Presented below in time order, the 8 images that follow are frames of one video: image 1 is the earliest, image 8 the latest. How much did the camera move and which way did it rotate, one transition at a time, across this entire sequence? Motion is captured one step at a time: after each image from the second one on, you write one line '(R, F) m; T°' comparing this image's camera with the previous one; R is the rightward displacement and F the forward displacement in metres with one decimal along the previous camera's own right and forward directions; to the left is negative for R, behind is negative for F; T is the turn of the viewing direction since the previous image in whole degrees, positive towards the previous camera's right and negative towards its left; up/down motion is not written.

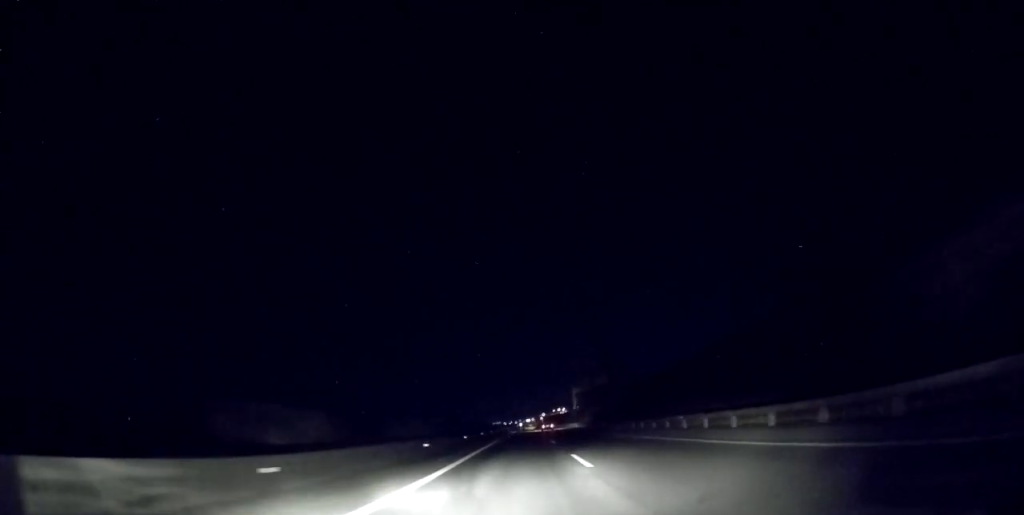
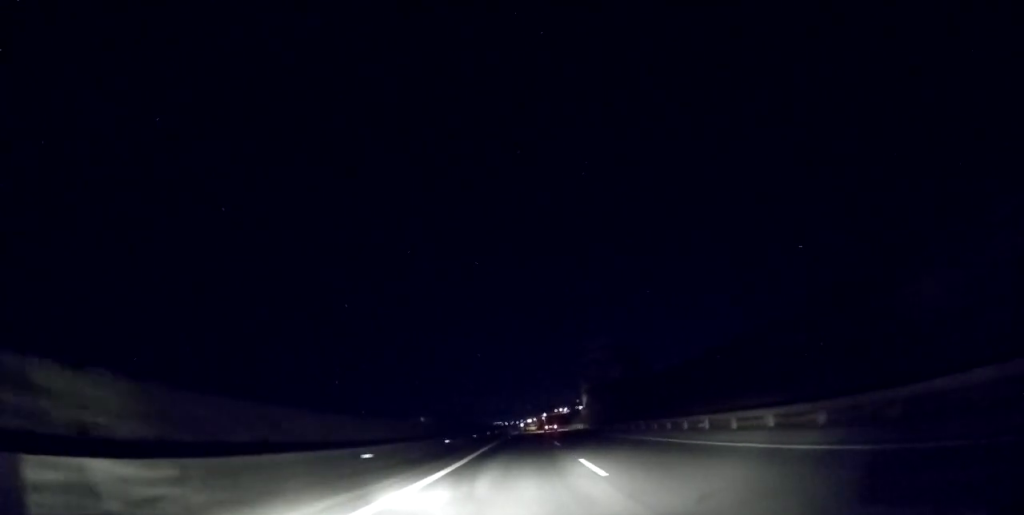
(-0.2, +19.6) m; 0°
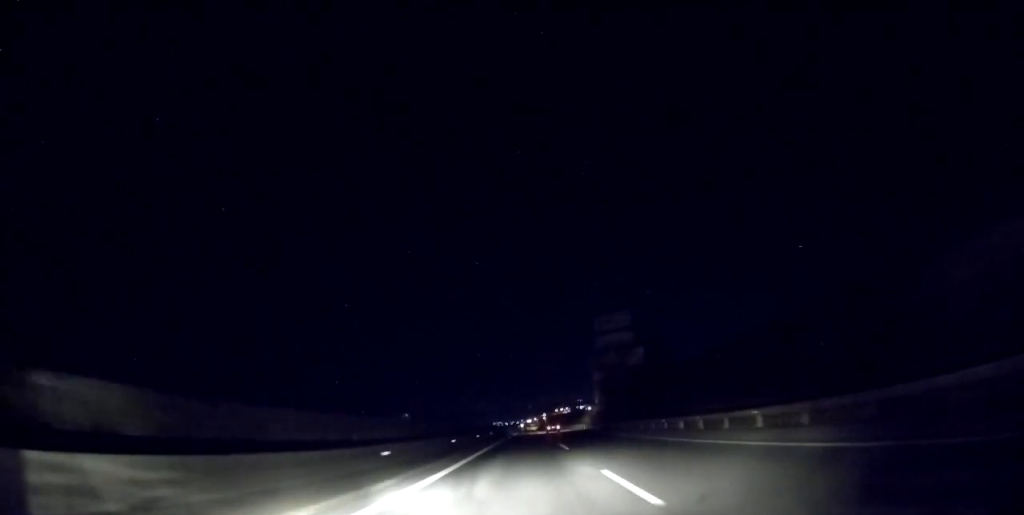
(+0.2, +22.6) m; 0°
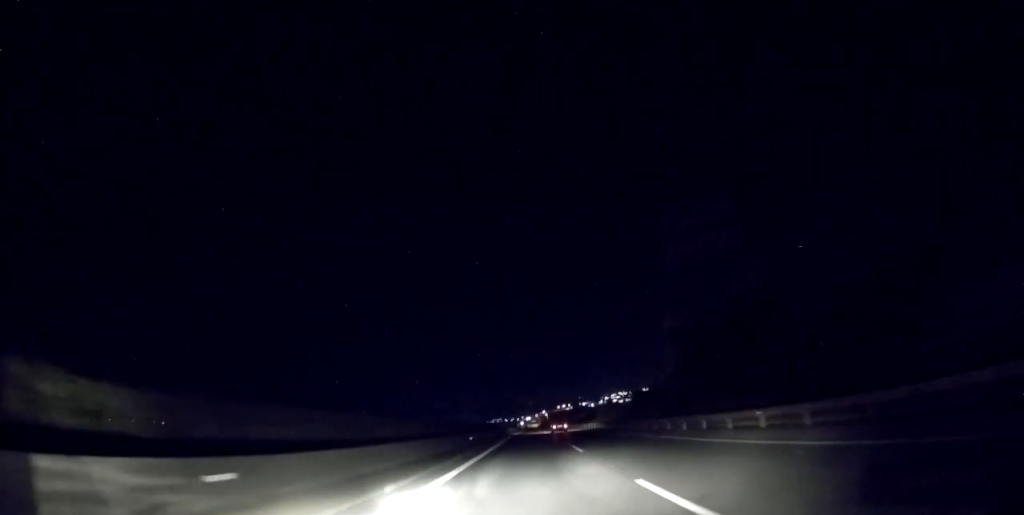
(-0.2, +55.1) m; 0°
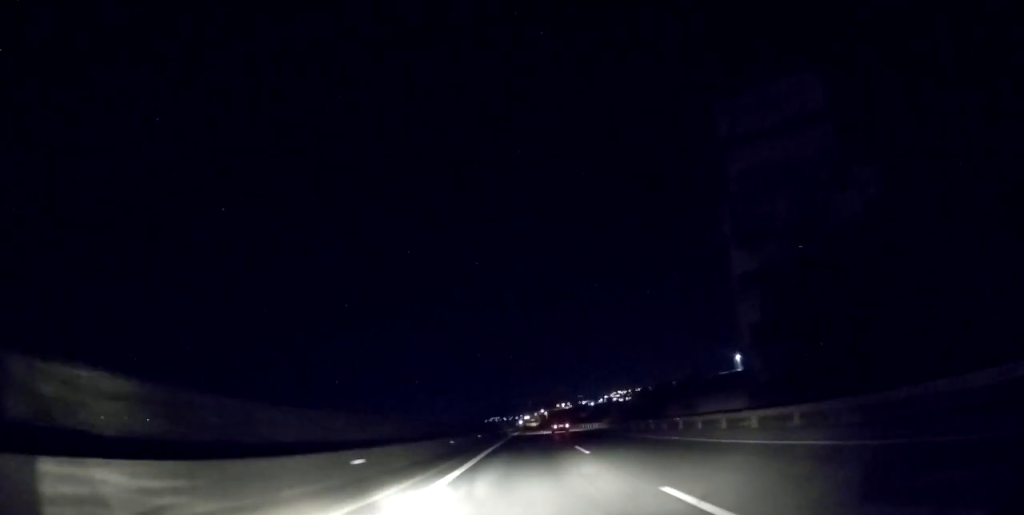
(+0.2, +19.5) m; 0°
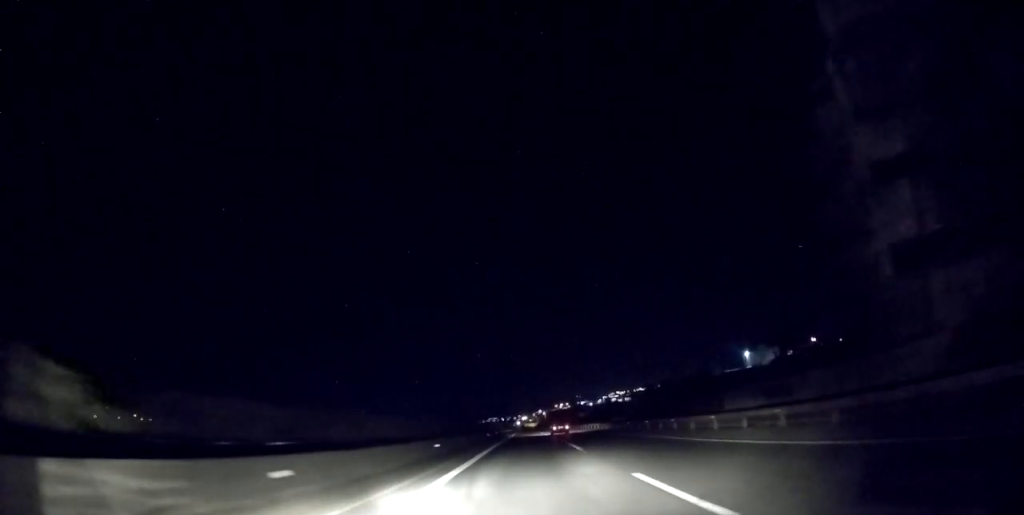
(0.0, +14.7) m; 0°
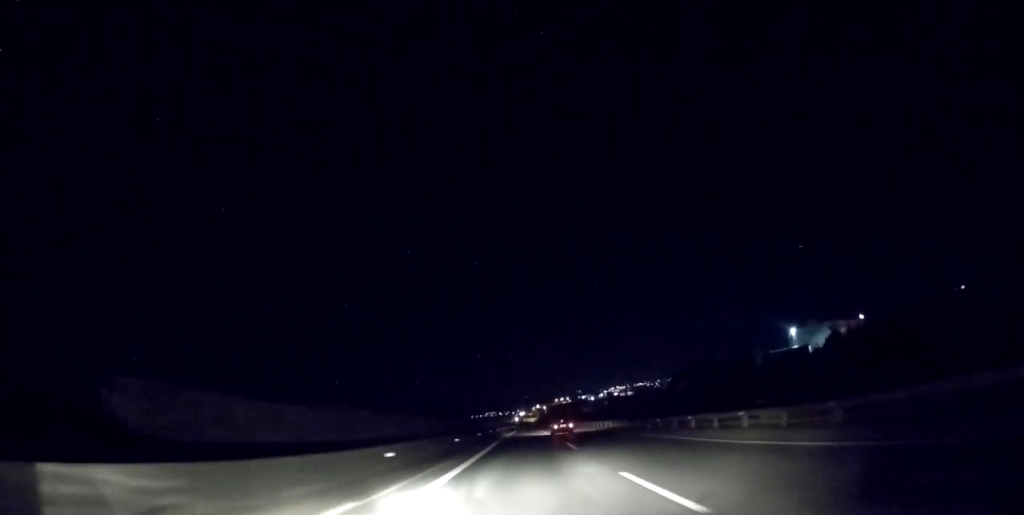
(-0.3, +51.5) m; 0°
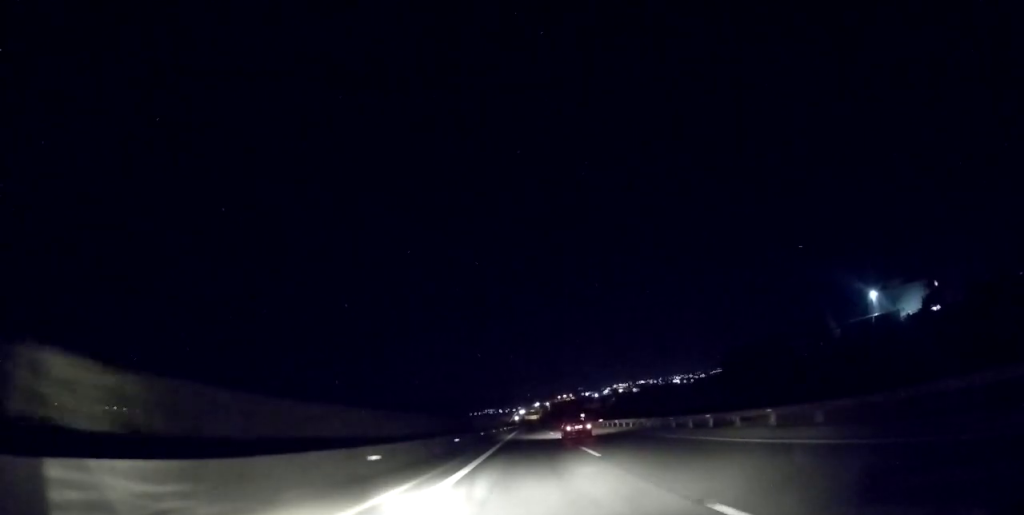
(+0.2, +58.3) m; 0°
